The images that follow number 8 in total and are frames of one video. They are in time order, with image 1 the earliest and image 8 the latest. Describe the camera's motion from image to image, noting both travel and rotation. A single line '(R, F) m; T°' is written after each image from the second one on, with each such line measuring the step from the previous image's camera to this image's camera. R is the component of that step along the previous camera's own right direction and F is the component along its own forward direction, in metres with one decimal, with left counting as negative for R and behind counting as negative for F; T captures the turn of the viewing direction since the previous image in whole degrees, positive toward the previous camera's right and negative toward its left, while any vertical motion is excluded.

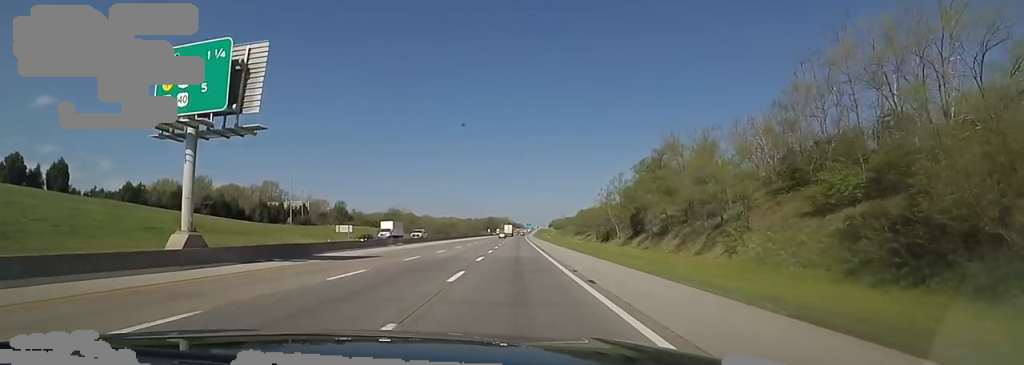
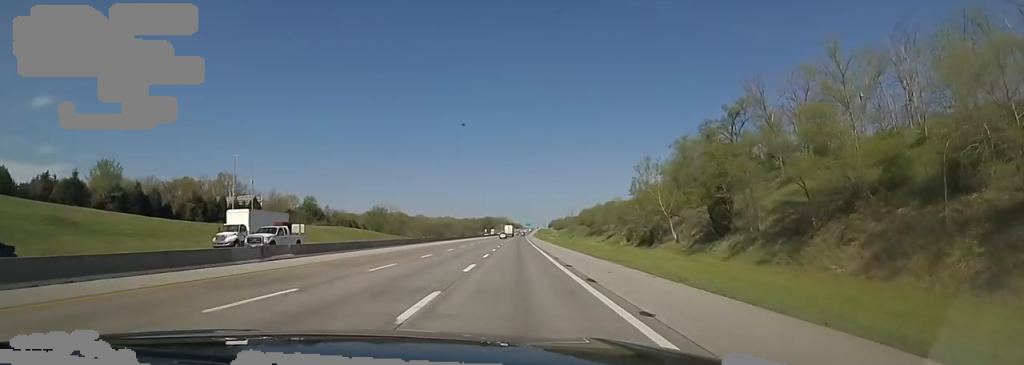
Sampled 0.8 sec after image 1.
(0.0, +25.8) m; 0°
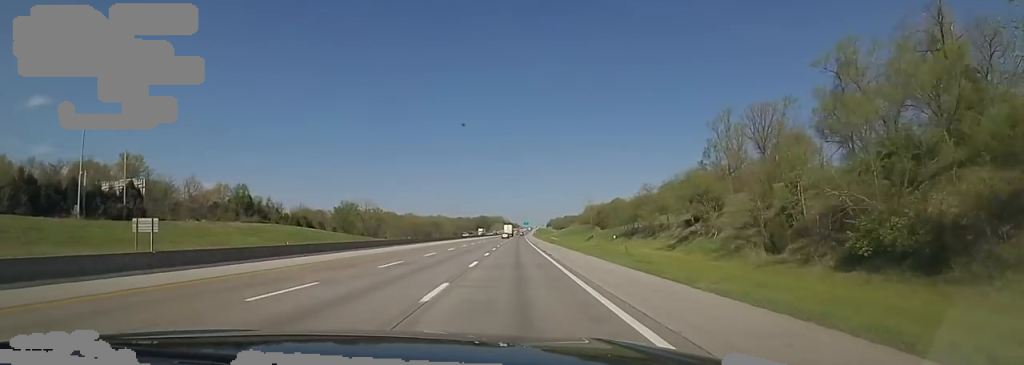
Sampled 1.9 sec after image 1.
(+0.6, +38.0) m; +2°
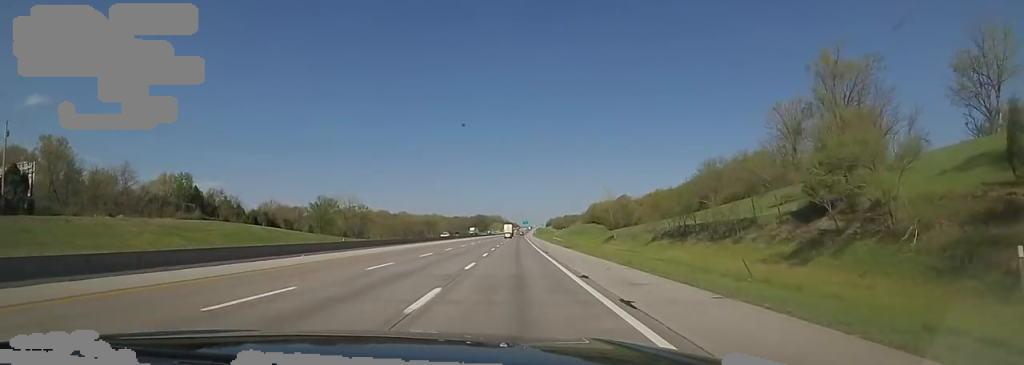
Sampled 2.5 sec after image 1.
(+1.0, +21.2) m; 0°
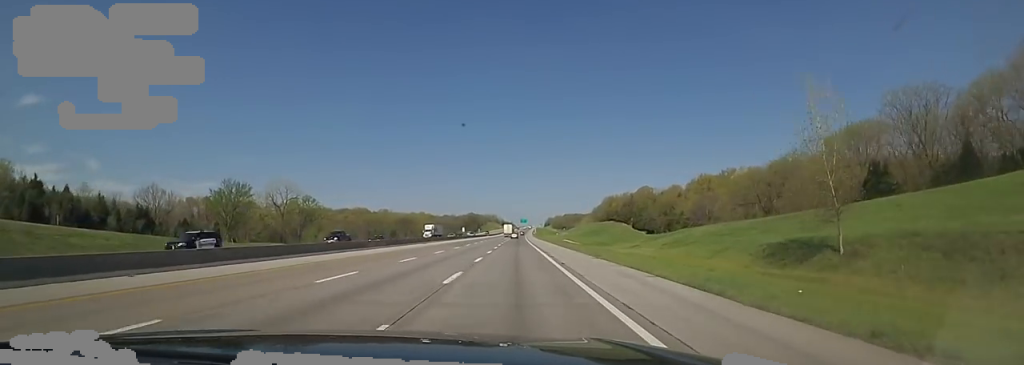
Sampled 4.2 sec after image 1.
(-2.2, +54.8) m; -3°
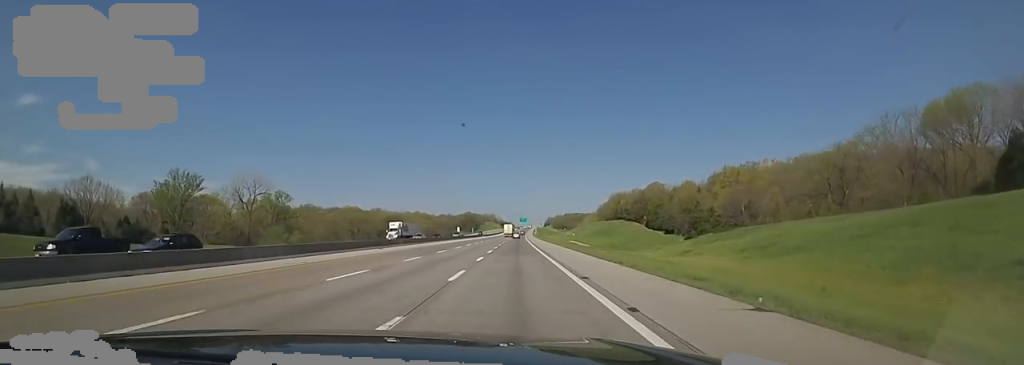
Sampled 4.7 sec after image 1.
(0.0, +19.0) m; 0°
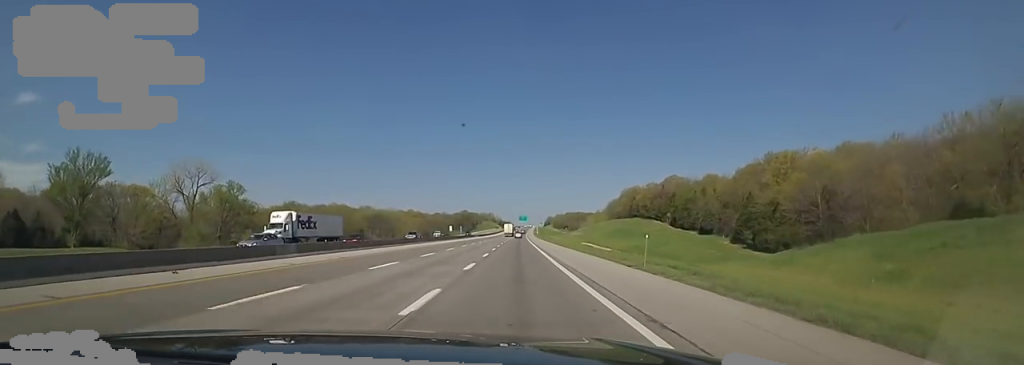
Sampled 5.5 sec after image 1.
(-0.1, +25.8) m; +2°
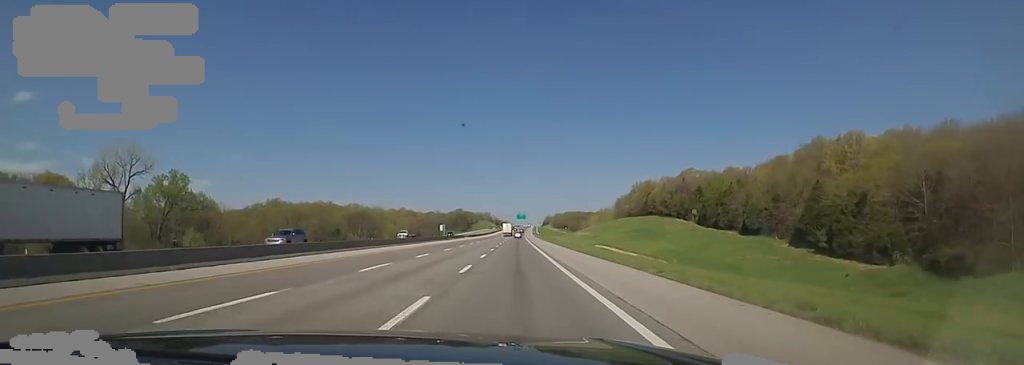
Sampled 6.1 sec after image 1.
(+0.7, +21.3) m; 0°
